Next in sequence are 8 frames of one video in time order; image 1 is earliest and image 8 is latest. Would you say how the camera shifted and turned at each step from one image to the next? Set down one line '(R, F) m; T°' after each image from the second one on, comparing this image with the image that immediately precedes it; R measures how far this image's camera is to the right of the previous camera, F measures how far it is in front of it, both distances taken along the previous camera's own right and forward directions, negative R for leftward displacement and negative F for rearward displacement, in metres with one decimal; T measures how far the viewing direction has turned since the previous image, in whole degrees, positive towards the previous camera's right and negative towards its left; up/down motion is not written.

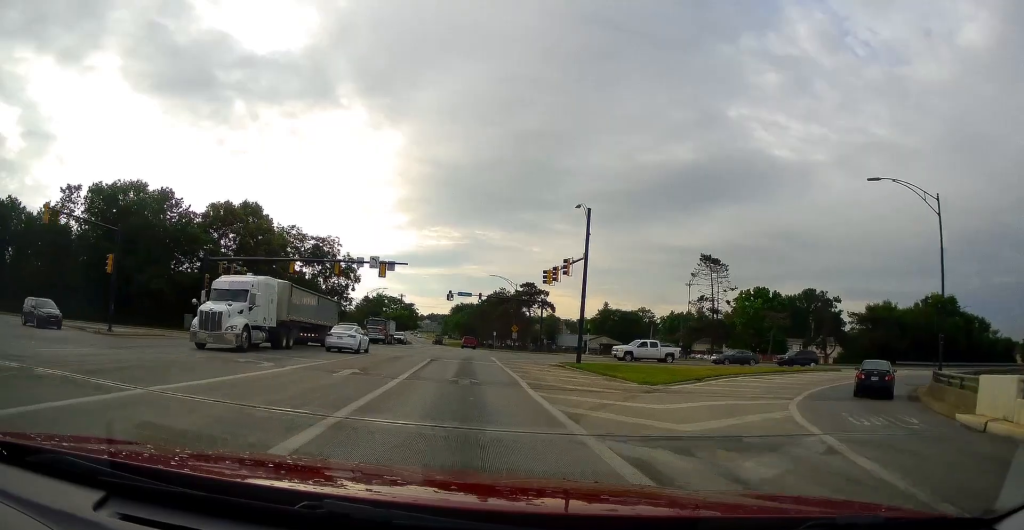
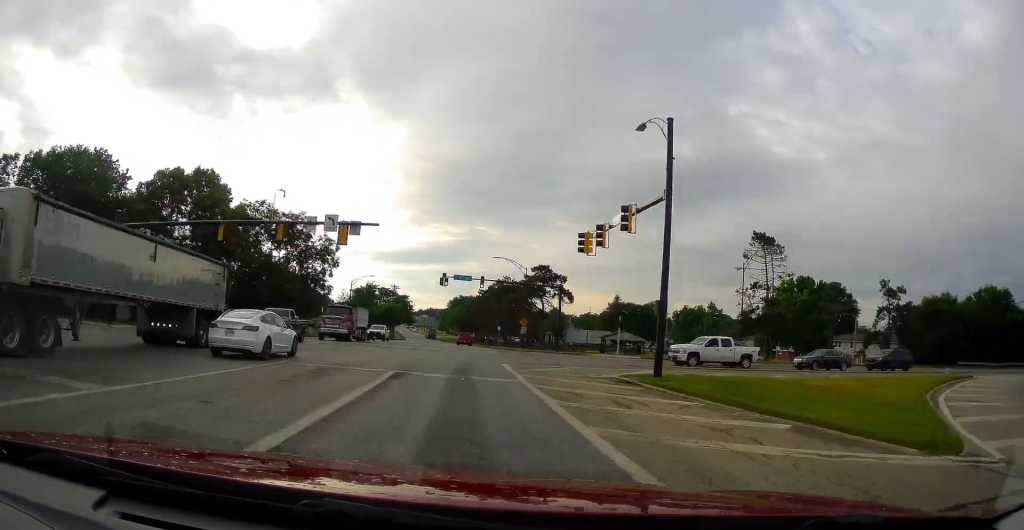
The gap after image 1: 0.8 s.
(-0.3, +14.6) m; +1°
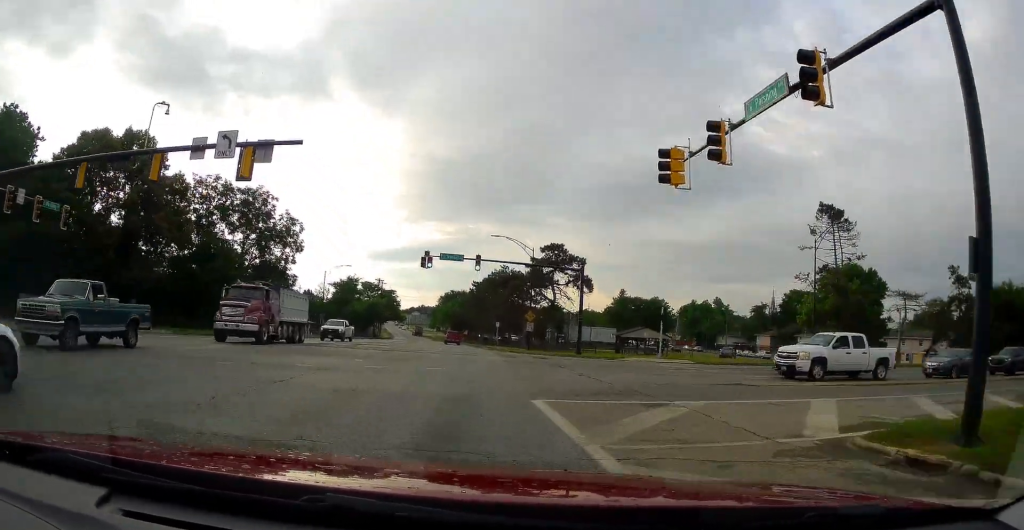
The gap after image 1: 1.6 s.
(+0.6, +13.7) m; 0°
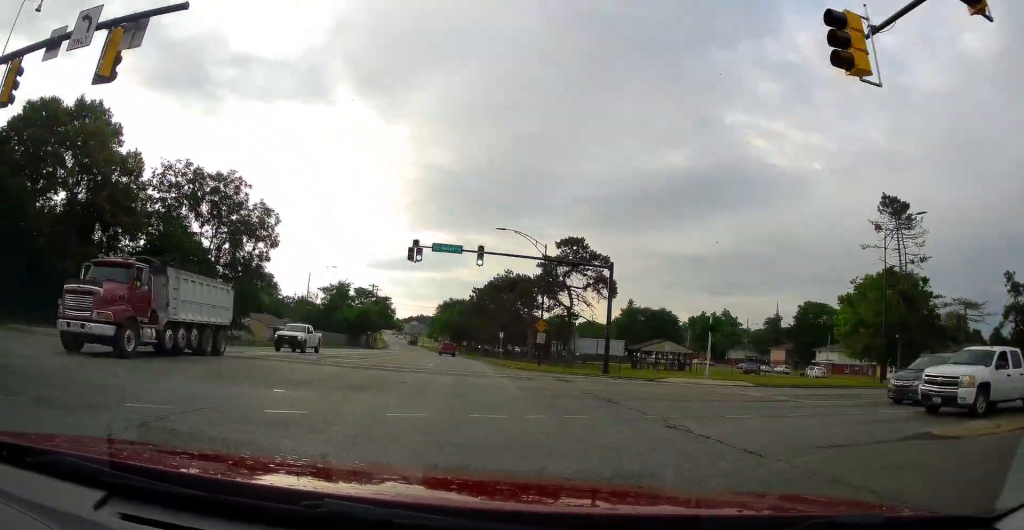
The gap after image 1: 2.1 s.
(-0.3, +8.4) m; -1°
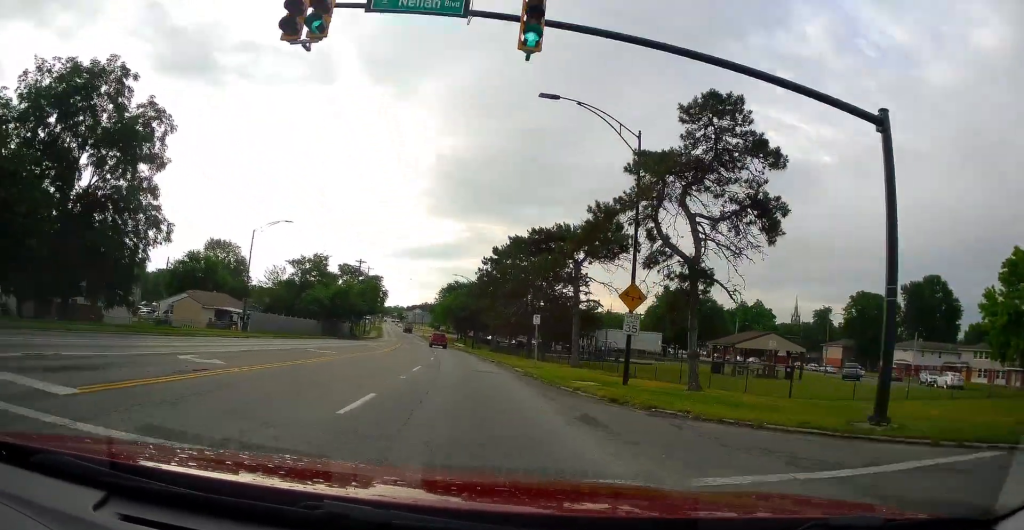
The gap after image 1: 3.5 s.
(-0.3, +22.6) m; 0°
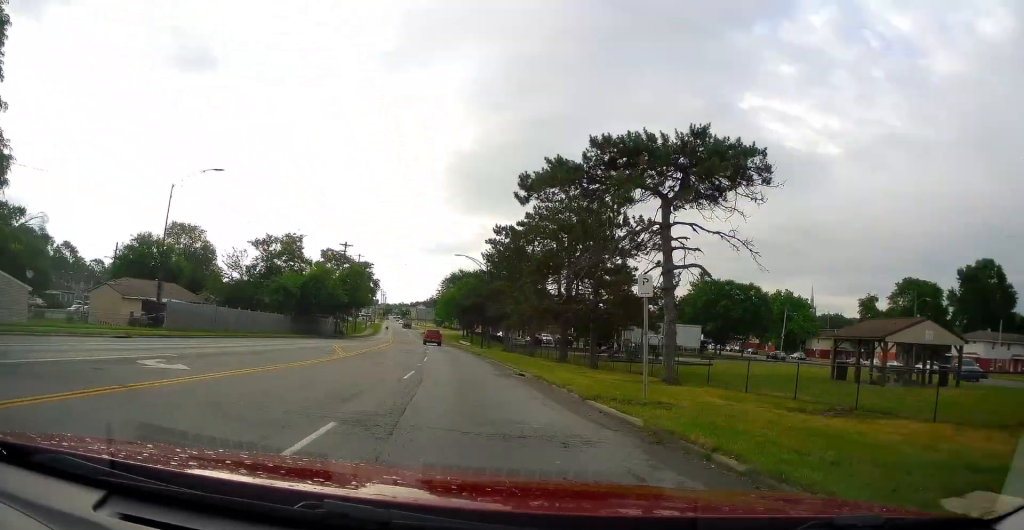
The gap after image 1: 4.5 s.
(+0.3, +17.2) m; -1°
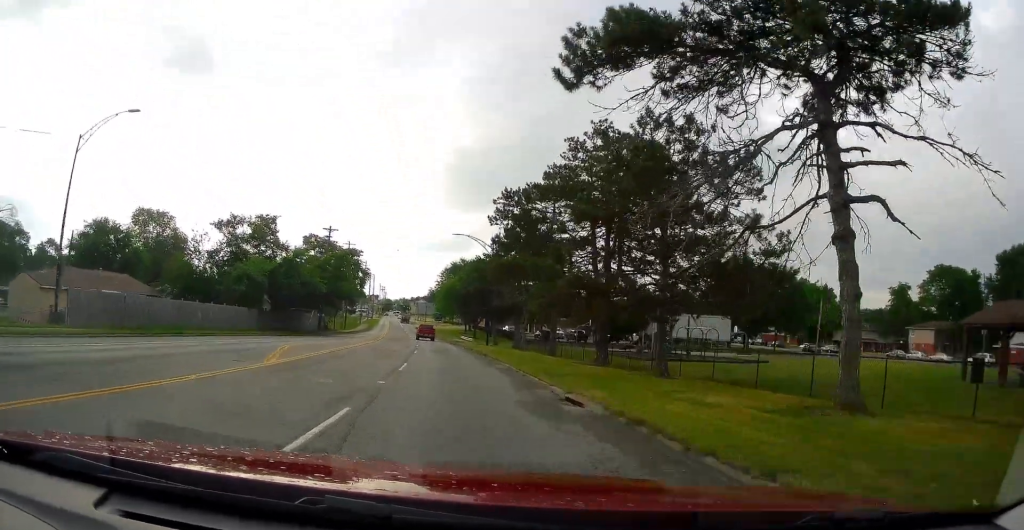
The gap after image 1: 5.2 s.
(-0.4, +11.0) m; -2°
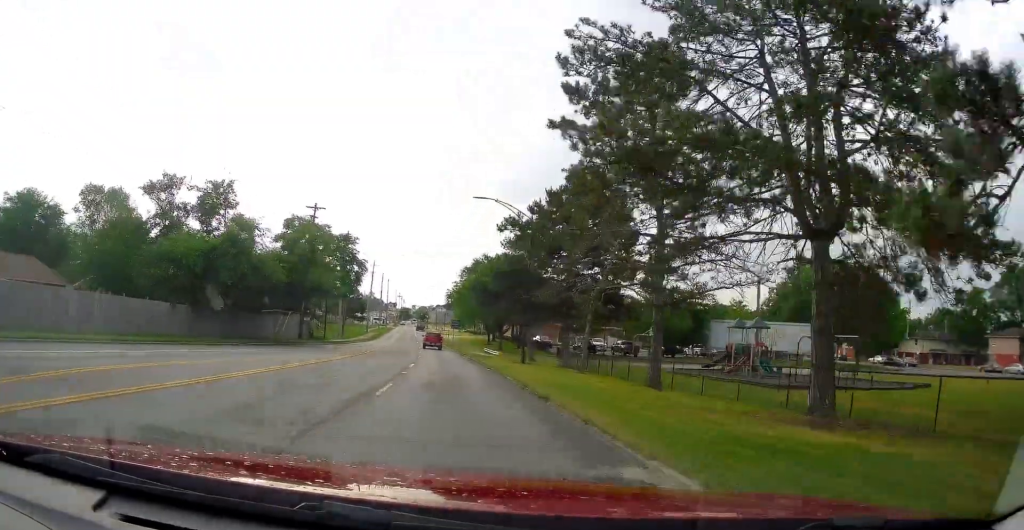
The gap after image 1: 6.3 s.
(-0.4, +17.7) m; -1°
